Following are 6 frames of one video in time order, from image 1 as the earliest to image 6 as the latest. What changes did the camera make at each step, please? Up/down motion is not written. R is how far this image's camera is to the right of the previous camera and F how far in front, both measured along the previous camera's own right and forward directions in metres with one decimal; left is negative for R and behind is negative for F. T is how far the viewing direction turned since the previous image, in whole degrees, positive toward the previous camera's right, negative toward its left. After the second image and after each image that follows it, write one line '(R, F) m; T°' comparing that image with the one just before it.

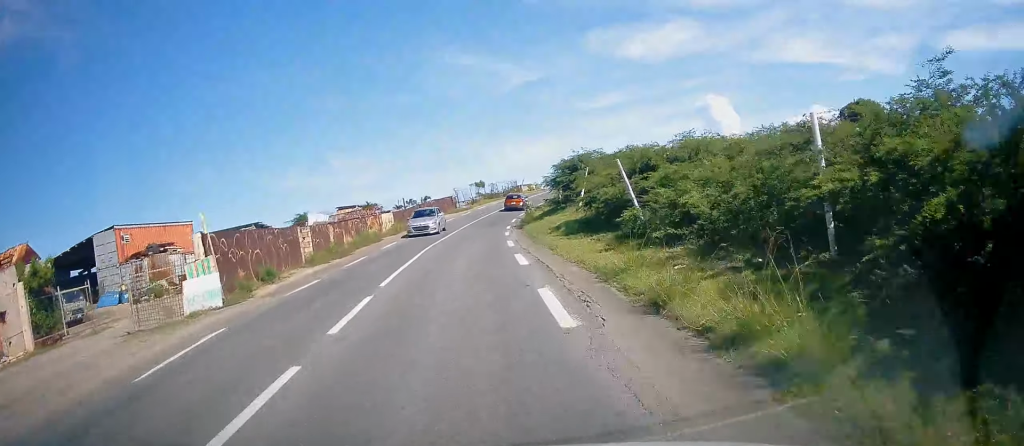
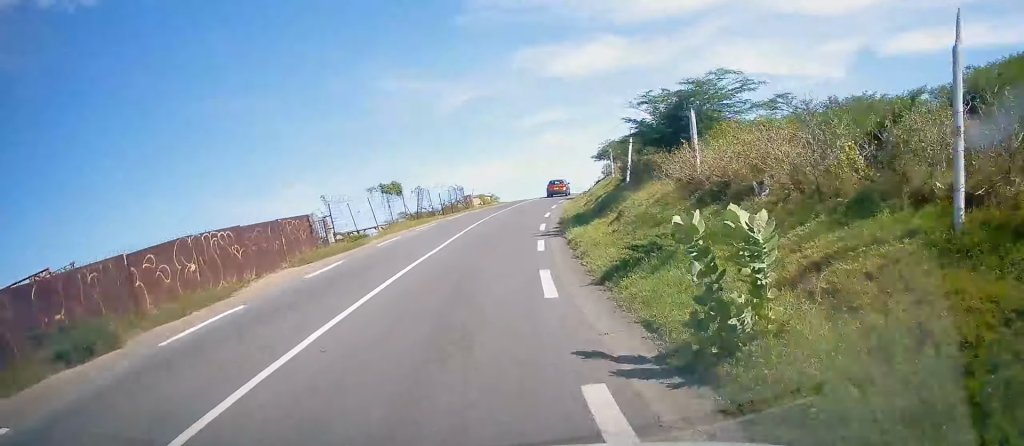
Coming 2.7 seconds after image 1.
(+0.8, +38.0) m; +4°
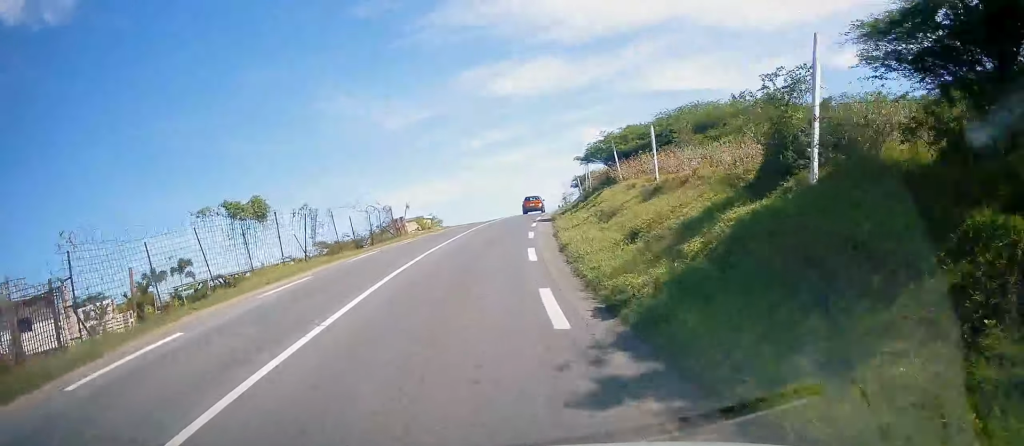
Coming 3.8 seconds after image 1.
(+0.5, +14.7) m; +6°
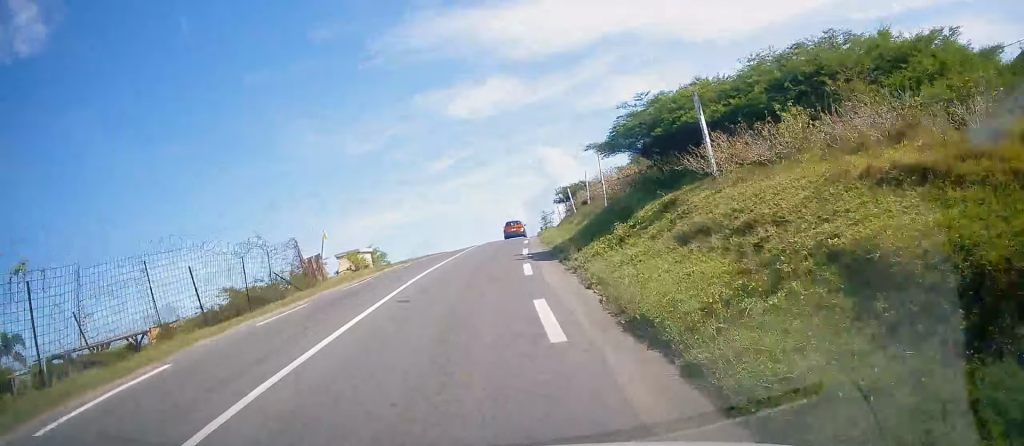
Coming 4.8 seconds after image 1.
(+0.9, +13.2) m; +5°
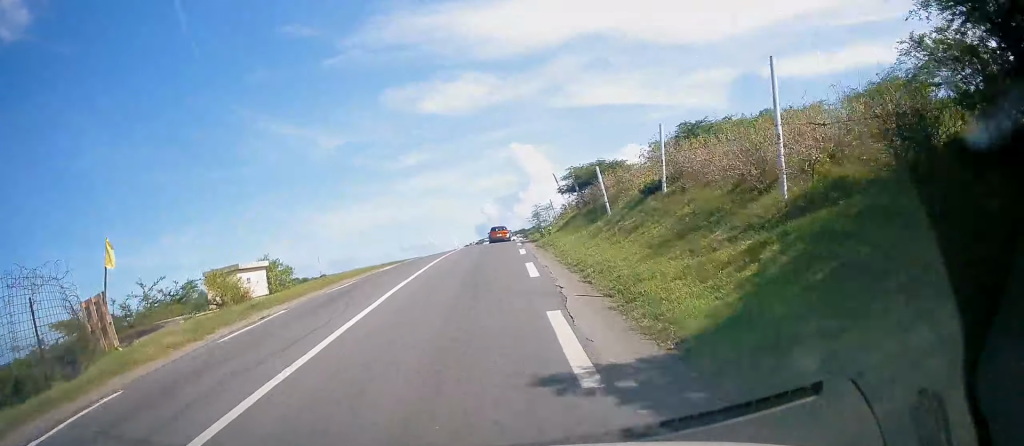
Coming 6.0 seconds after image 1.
(+0.4, +14.7) m; +2°
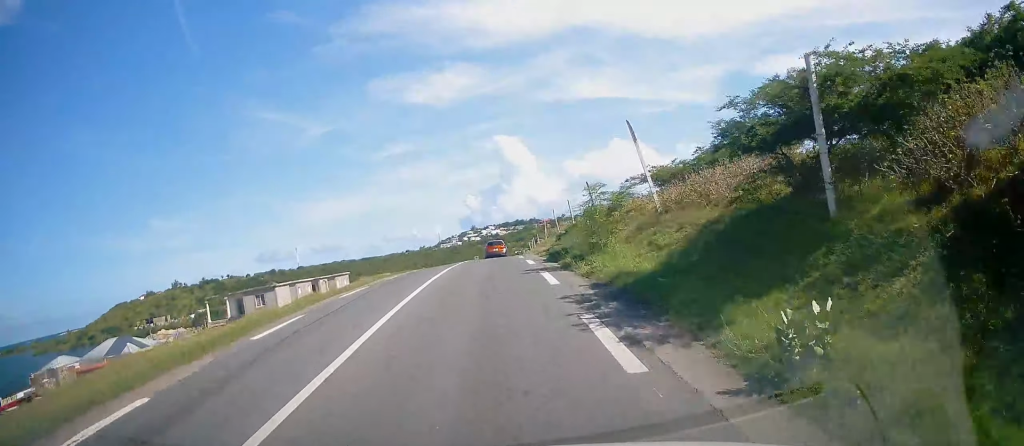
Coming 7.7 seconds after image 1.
(+0.1, +19.7) m; 0°
